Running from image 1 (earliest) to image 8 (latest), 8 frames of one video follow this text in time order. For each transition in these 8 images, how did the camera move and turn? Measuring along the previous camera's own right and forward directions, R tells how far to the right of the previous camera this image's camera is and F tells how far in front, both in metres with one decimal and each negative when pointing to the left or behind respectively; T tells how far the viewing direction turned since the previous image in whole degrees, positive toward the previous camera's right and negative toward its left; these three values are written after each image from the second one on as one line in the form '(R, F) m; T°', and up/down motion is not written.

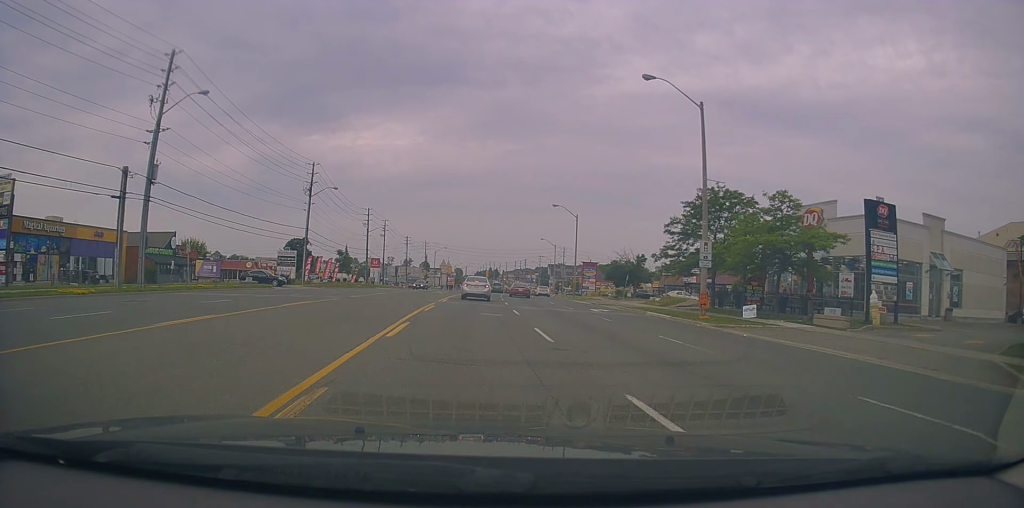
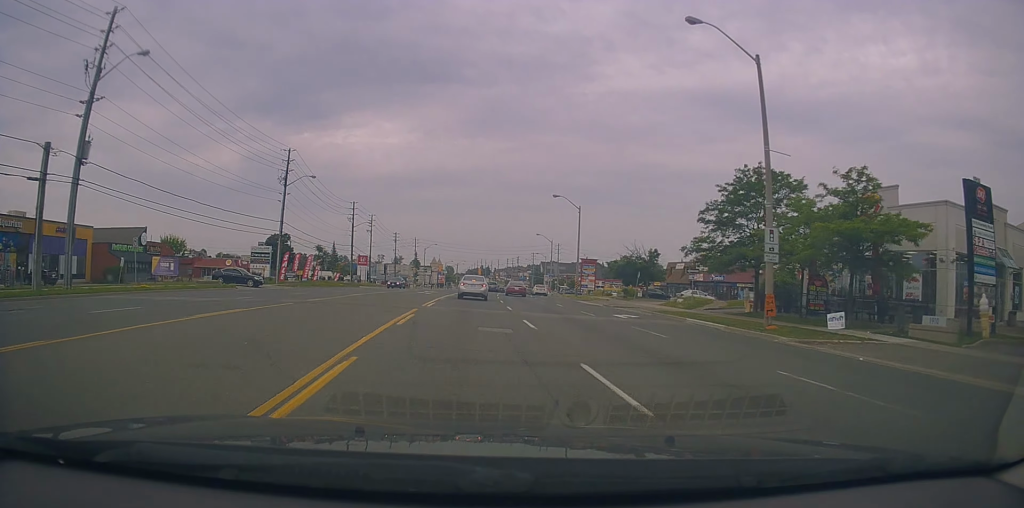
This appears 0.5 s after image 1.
(+0.3, +6.6) m; +1°
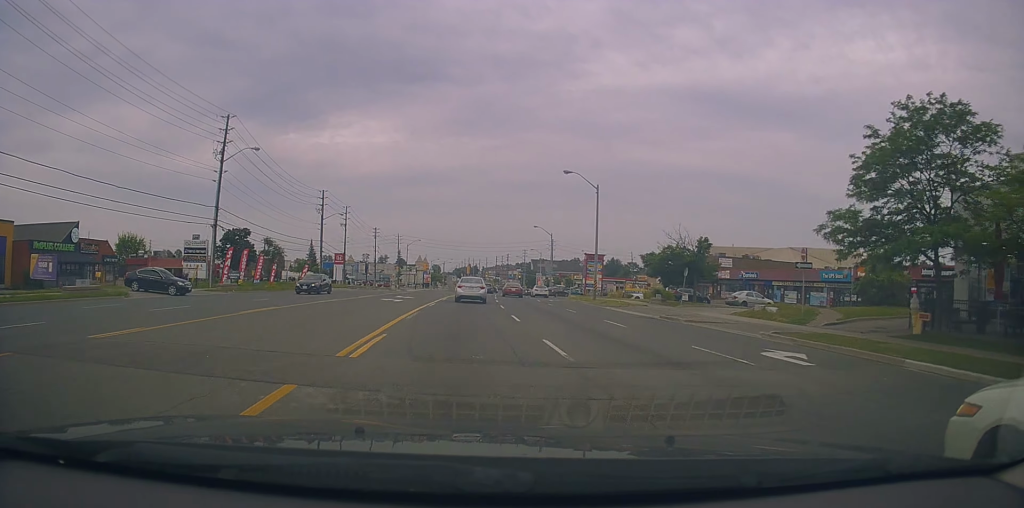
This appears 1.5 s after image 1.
(+0.4, +14.4) m; +2°
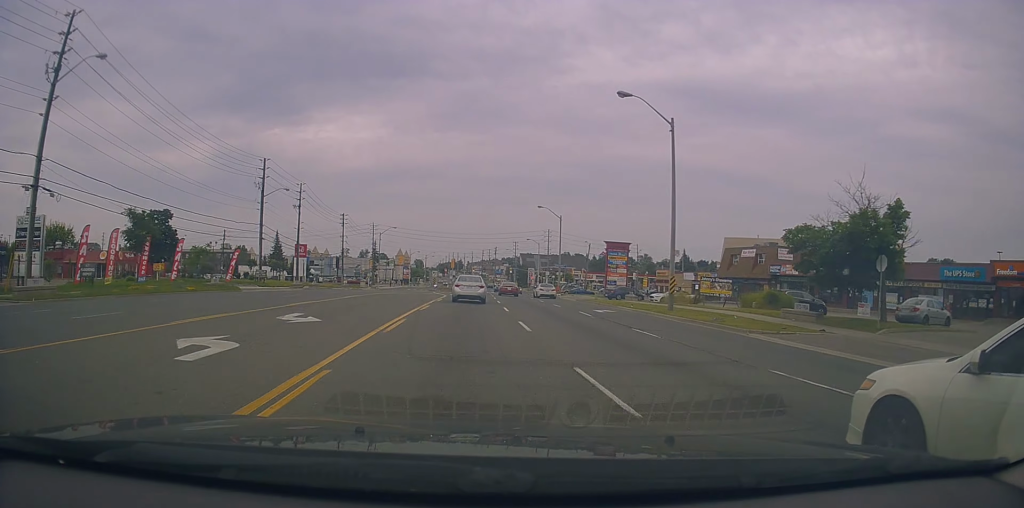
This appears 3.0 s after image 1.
(+0.2, +21.7) m; +2°
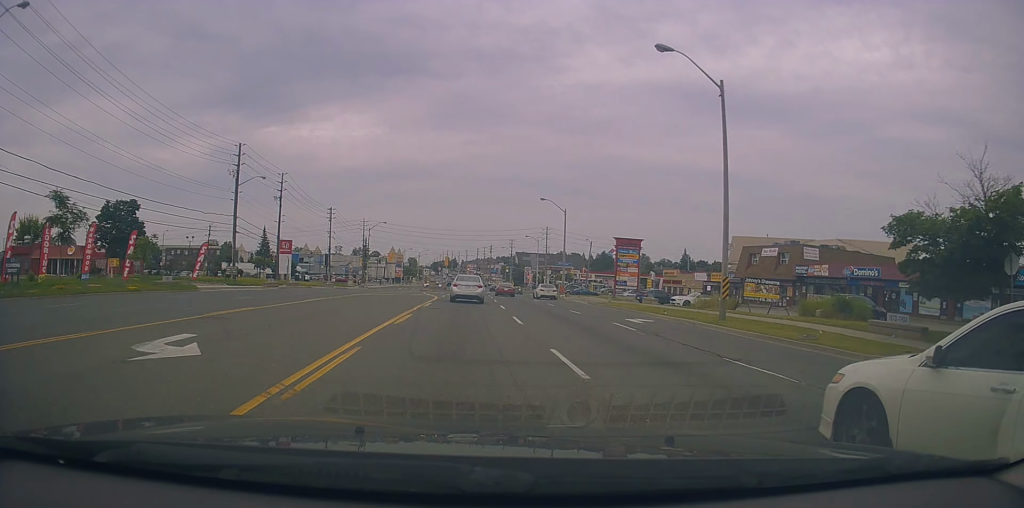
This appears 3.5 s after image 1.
(+0.1, +6.9) m; +1°
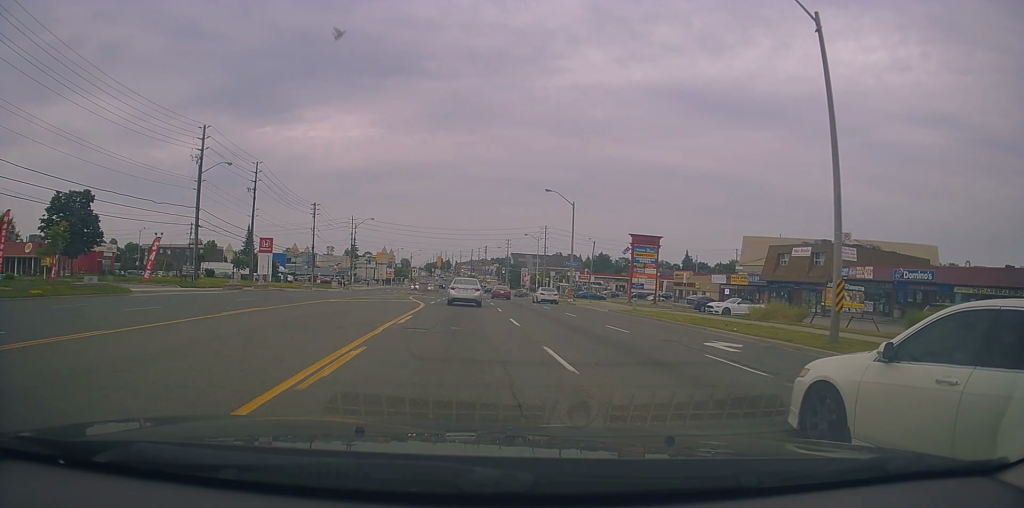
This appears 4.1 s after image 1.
(+0.1, +8.3) m; +1°
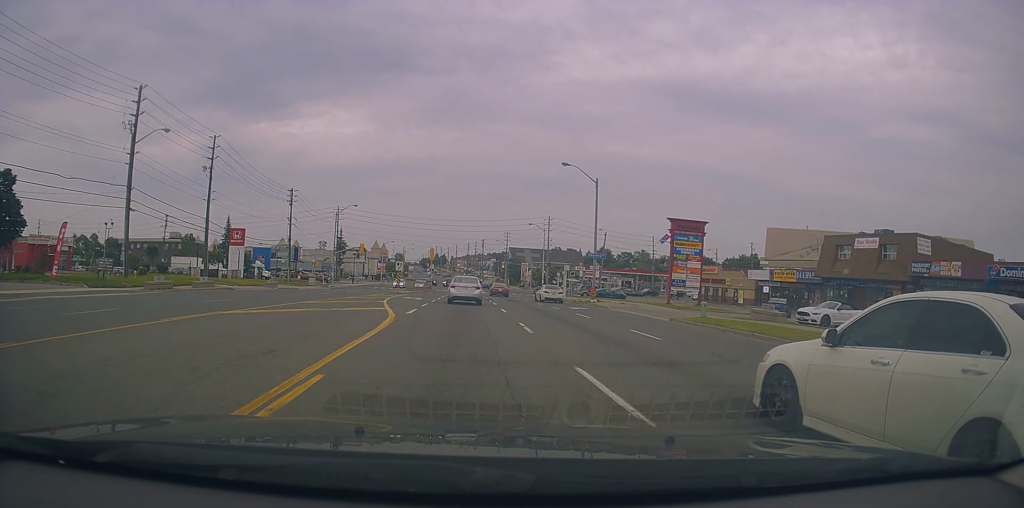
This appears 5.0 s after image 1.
(+0.3, +11.3) m; +1°
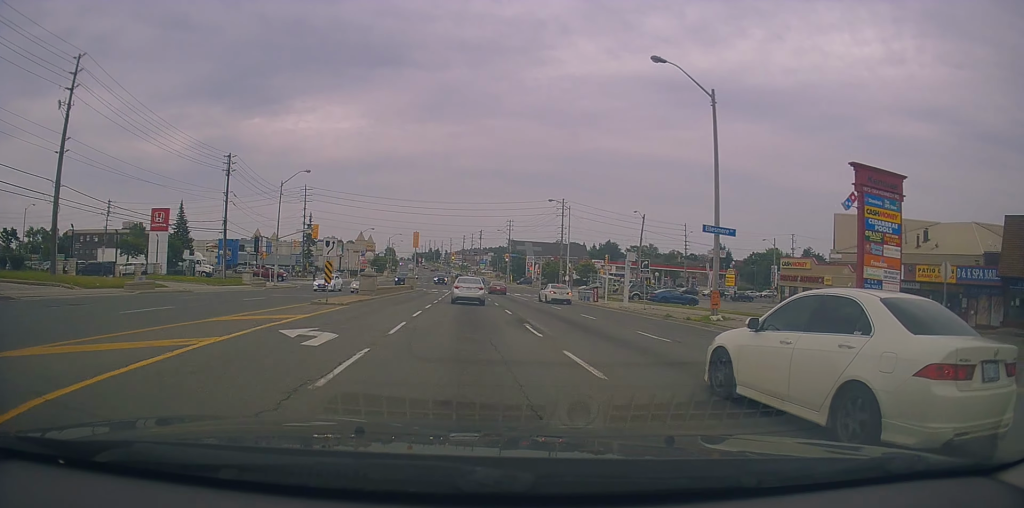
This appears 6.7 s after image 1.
(+0.1, +23.5) m; -2°
